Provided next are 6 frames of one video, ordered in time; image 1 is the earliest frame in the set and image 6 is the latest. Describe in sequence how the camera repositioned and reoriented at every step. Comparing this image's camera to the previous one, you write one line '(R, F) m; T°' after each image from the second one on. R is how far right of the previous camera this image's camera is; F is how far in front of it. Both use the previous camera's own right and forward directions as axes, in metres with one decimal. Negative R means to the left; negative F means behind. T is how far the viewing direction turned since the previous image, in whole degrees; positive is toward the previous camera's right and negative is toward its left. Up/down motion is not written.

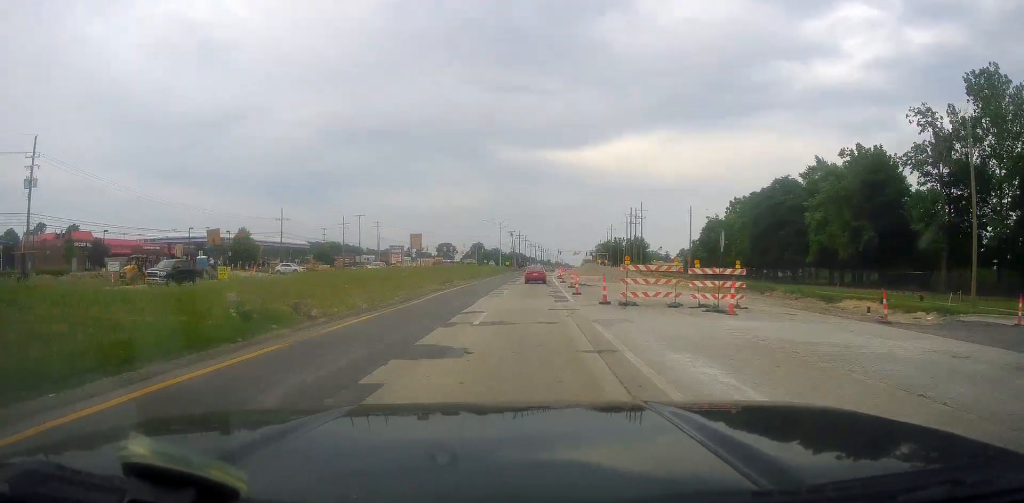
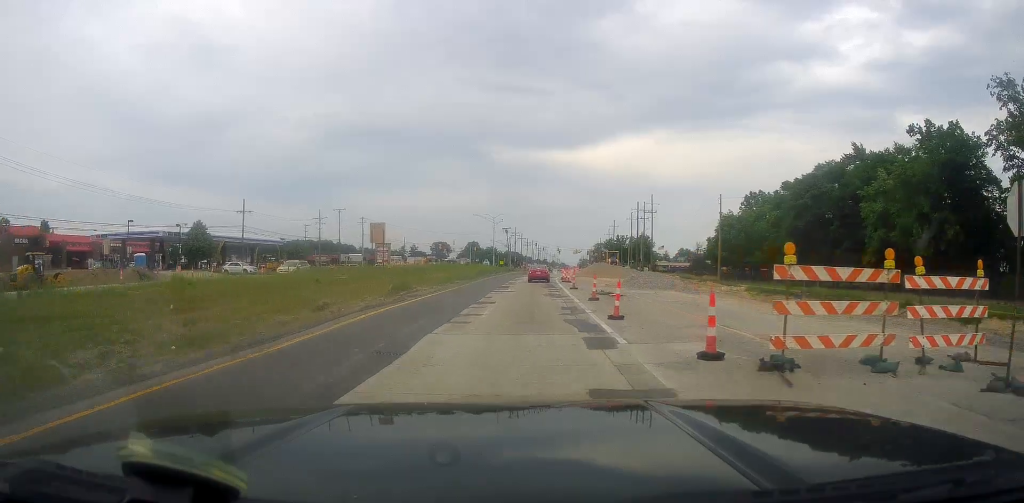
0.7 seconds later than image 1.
(-0.3, +14.1) m; -1°
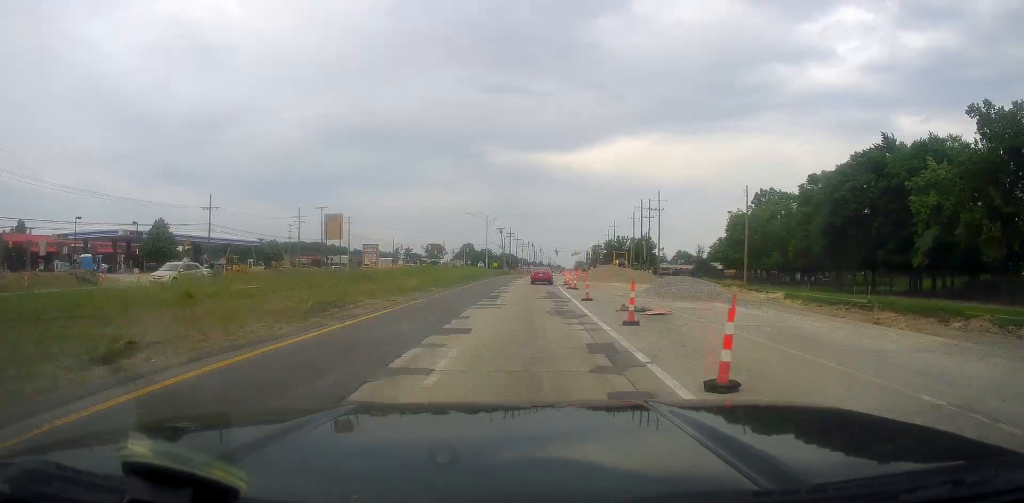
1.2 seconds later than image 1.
(-0.1, +9.6) m; 0°
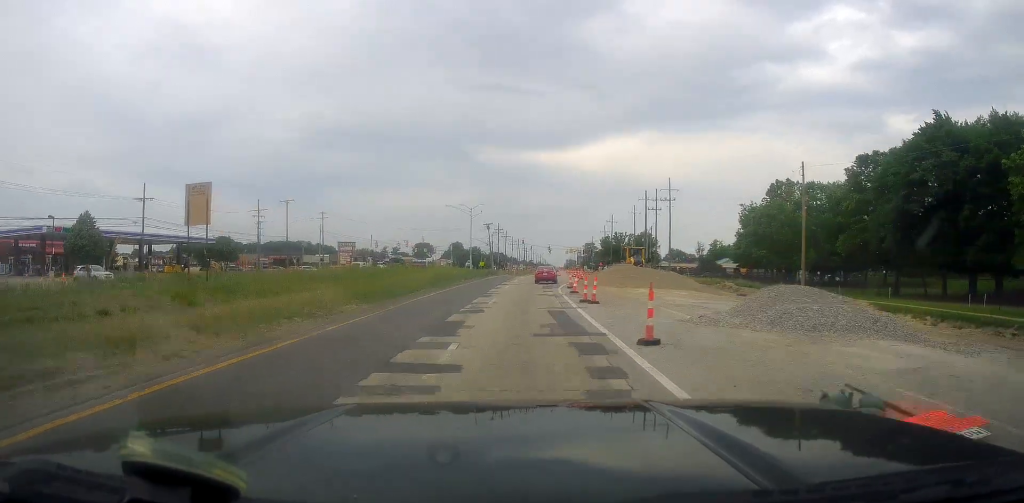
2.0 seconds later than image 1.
(-0.1, +14.8) m; +1°
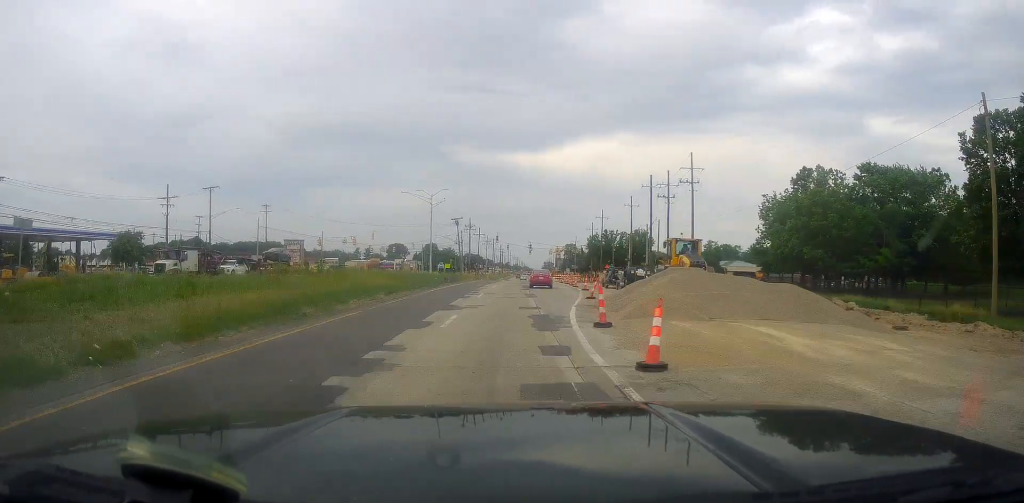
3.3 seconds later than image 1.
(+0.5, +23.3) m; +2°
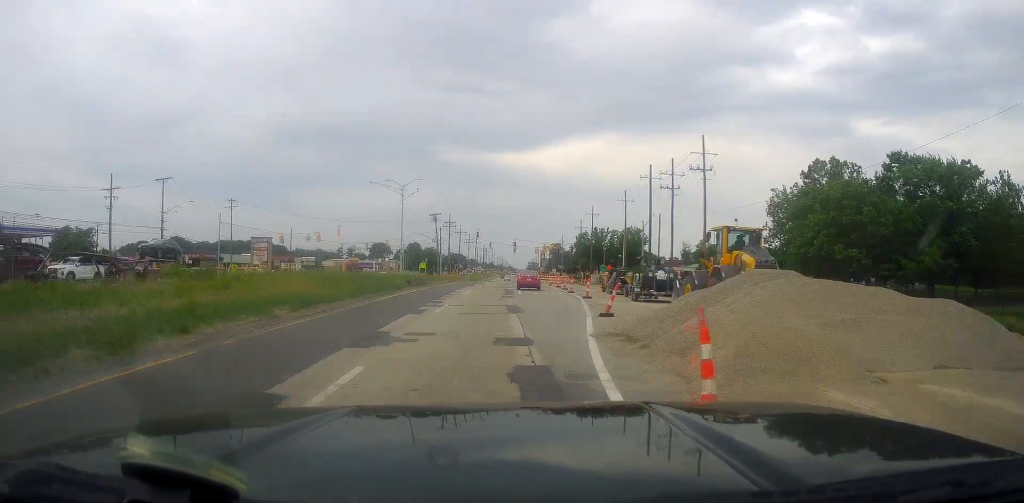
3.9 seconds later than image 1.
(-0.2, +10.6) m; +1°
